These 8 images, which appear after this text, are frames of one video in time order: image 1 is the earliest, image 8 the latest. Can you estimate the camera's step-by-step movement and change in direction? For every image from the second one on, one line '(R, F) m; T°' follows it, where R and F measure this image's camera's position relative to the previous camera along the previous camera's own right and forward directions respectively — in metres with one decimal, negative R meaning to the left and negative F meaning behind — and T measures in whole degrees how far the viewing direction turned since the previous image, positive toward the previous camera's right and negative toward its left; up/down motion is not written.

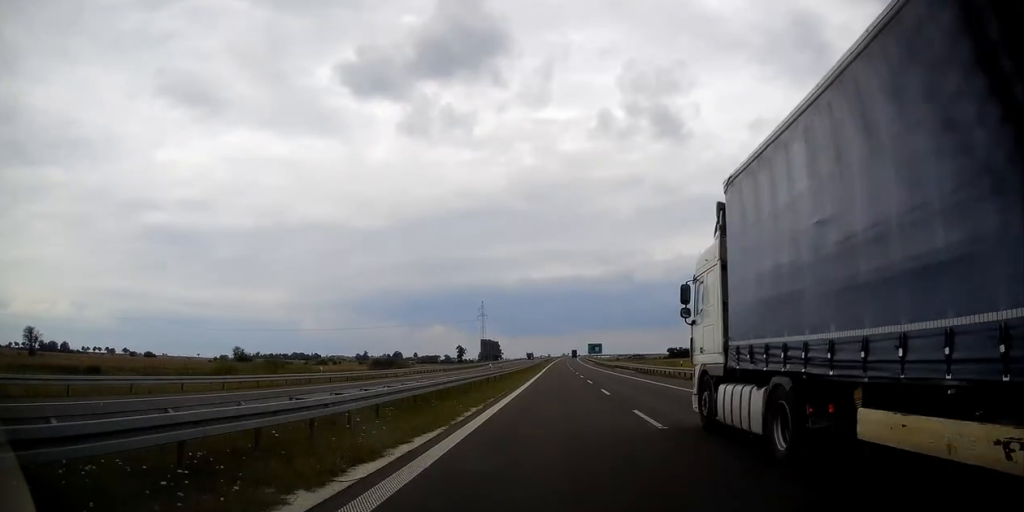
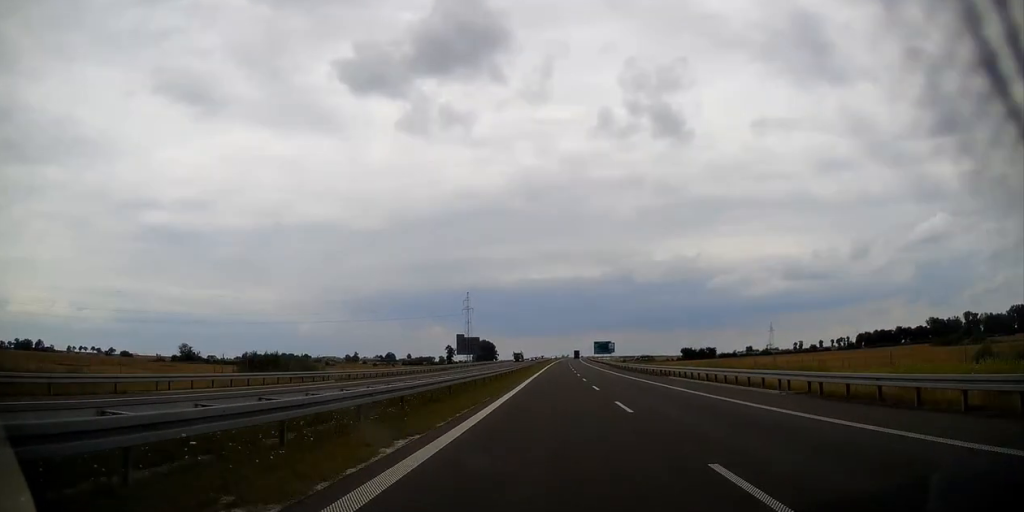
(+0.2, +43.6) m; 0°
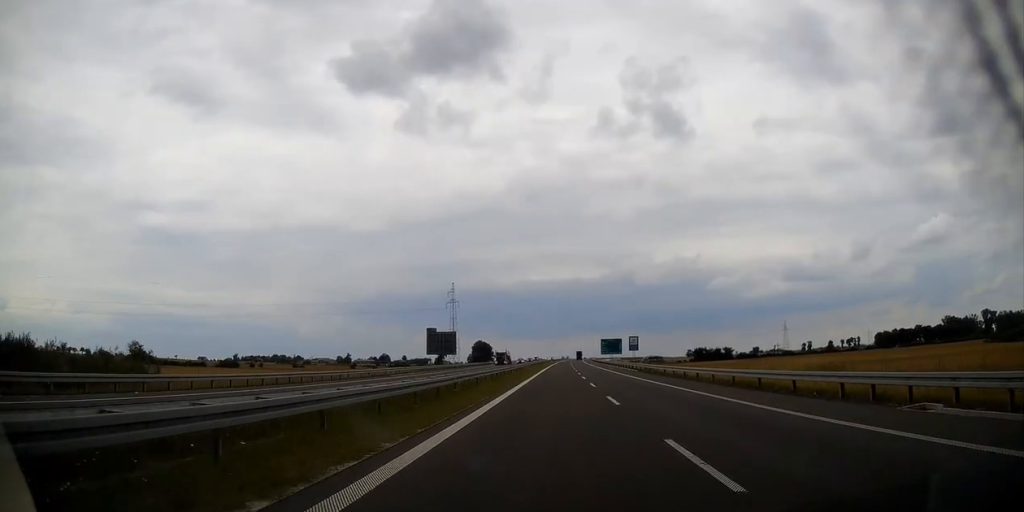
(0.0, +33.9) m; 0°
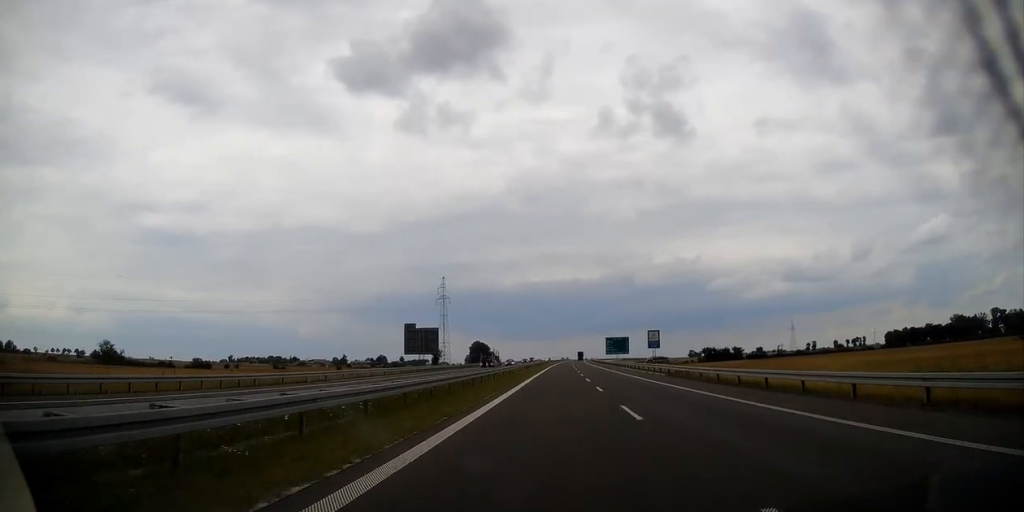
(-0.1, +16.9) m; 0°
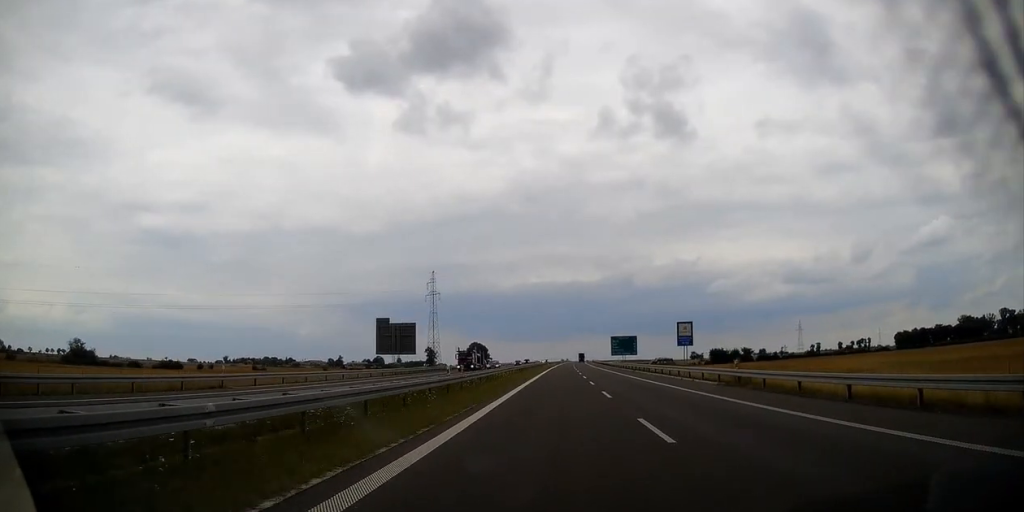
(0.0, +15.7) m; 0°
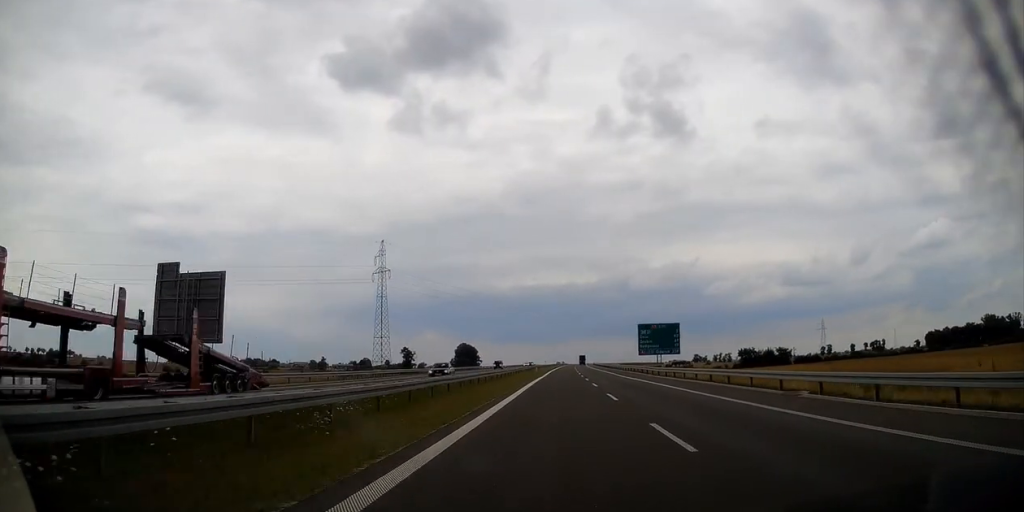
(+0.1, +49.3) m; 0°
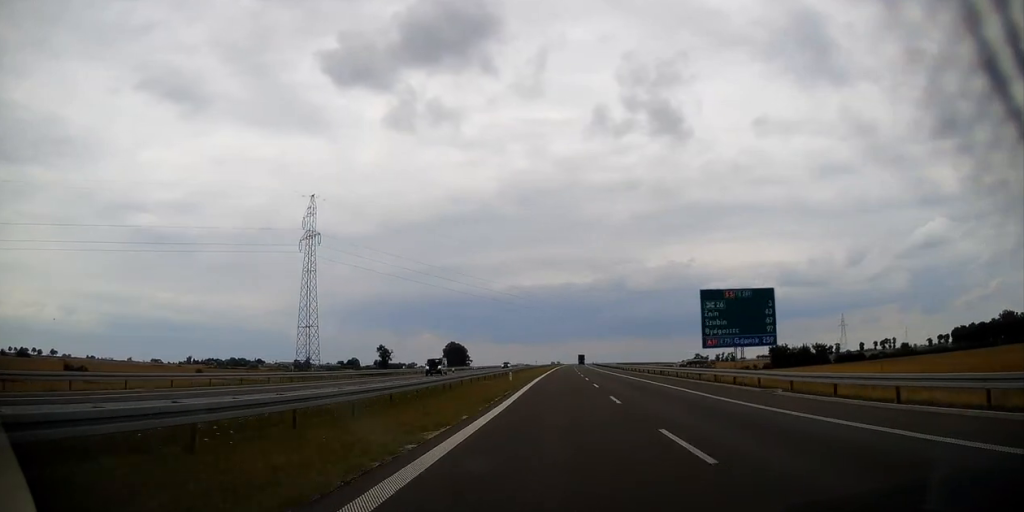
(-0.1, +37.3) m; +1°
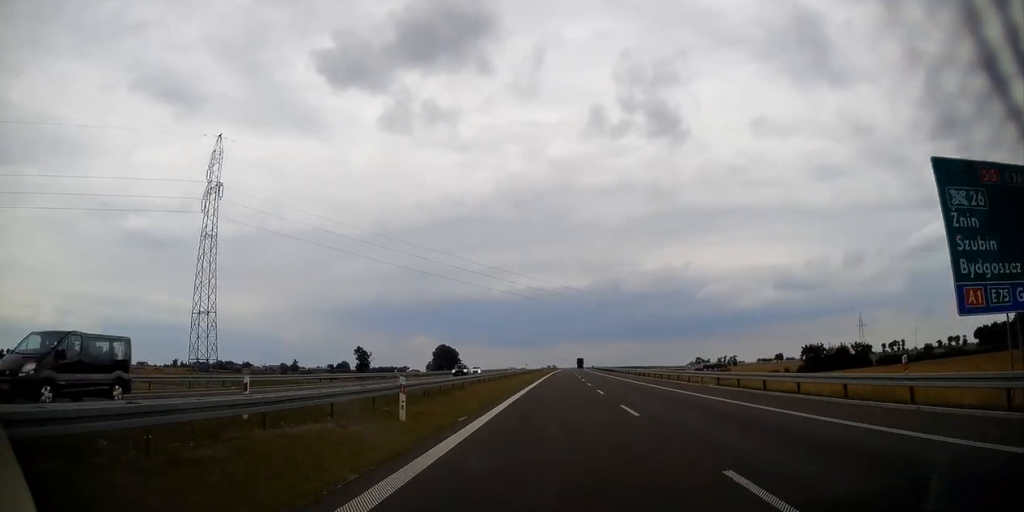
(+0.3, +28.9) m; +1°
